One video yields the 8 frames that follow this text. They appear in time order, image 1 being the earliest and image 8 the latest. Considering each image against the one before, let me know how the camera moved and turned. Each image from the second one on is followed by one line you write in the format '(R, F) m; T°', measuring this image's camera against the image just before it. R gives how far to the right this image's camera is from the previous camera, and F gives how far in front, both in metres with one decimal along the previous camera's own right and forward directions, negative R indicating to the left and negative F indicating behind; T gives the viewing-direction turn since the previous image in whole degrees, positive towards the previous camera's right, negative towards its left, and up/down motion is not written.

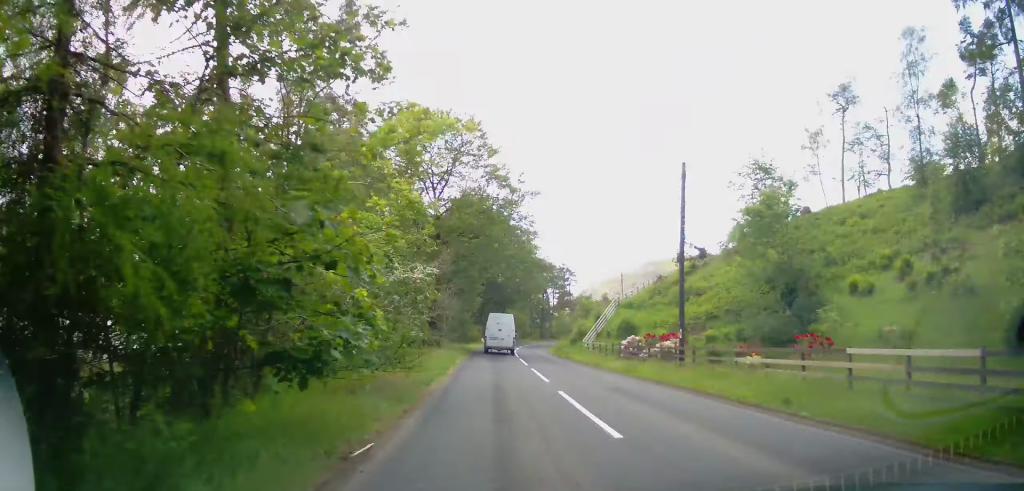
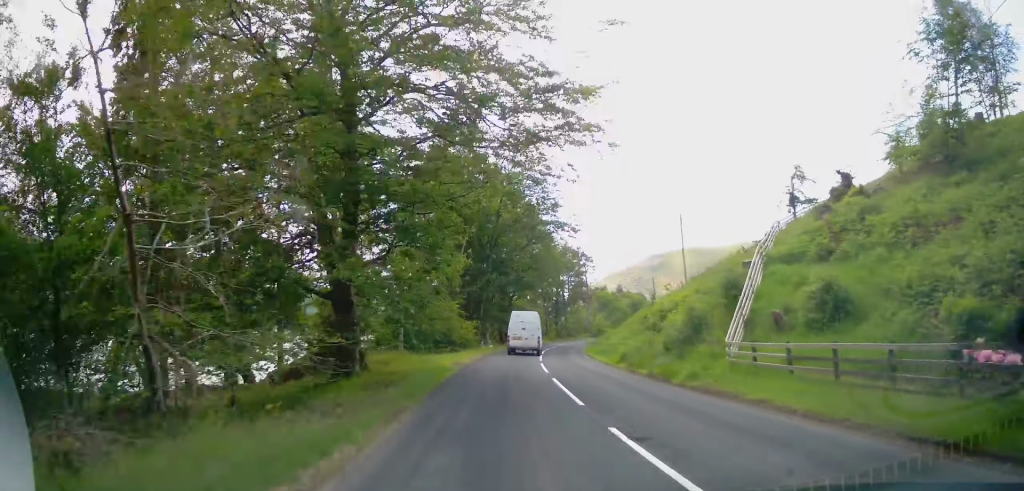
(-0.7, +25.2) m; -1°
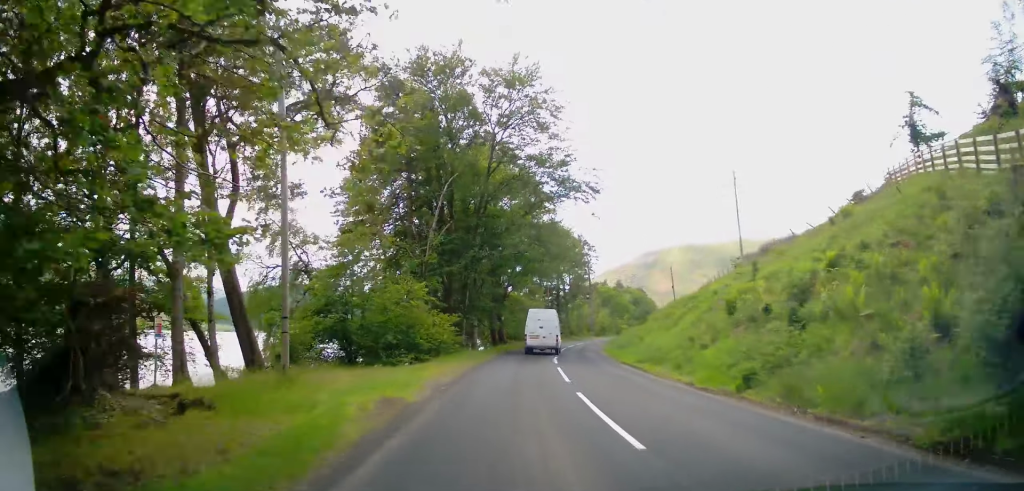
(+0.4, +14.0) m; +2°
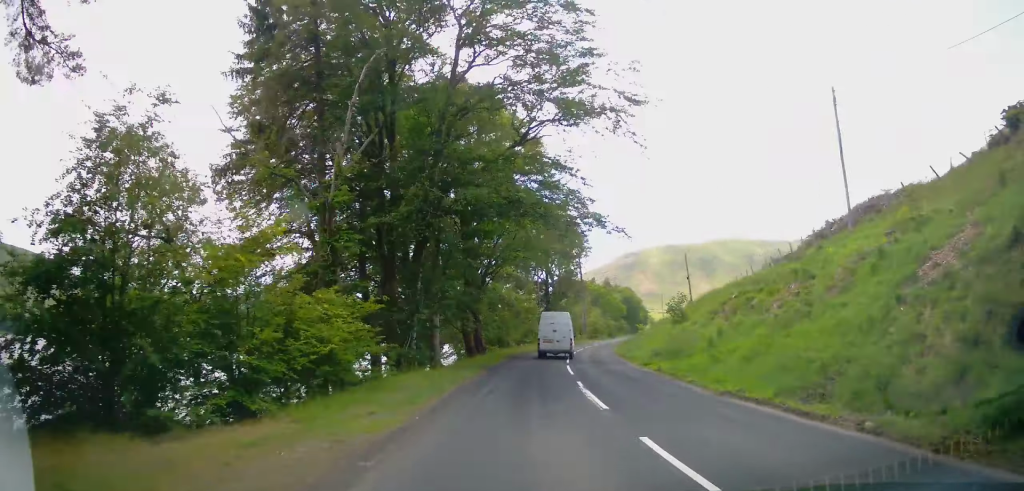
(+0.1, +14.9) m; +1°
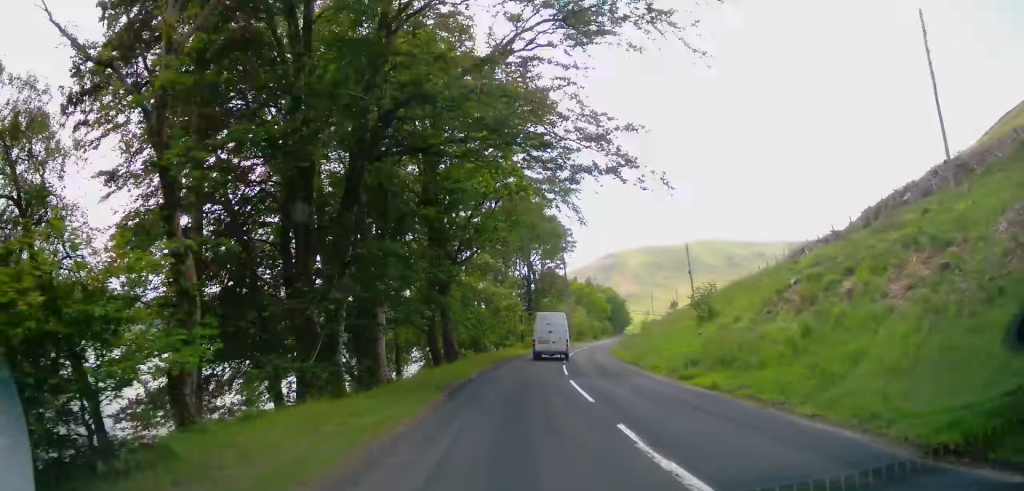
(0.0, +8.0) m; +1°
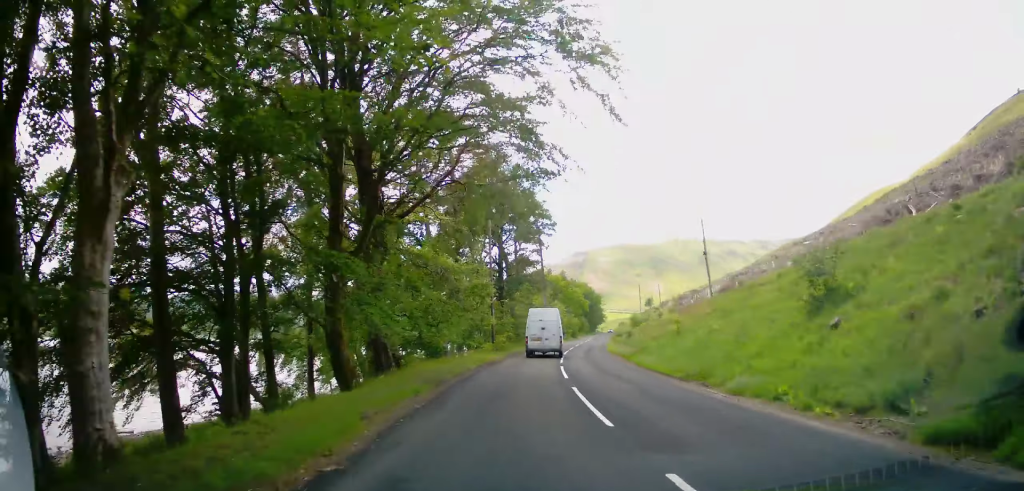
(+0.2, +12.4) m; +2°
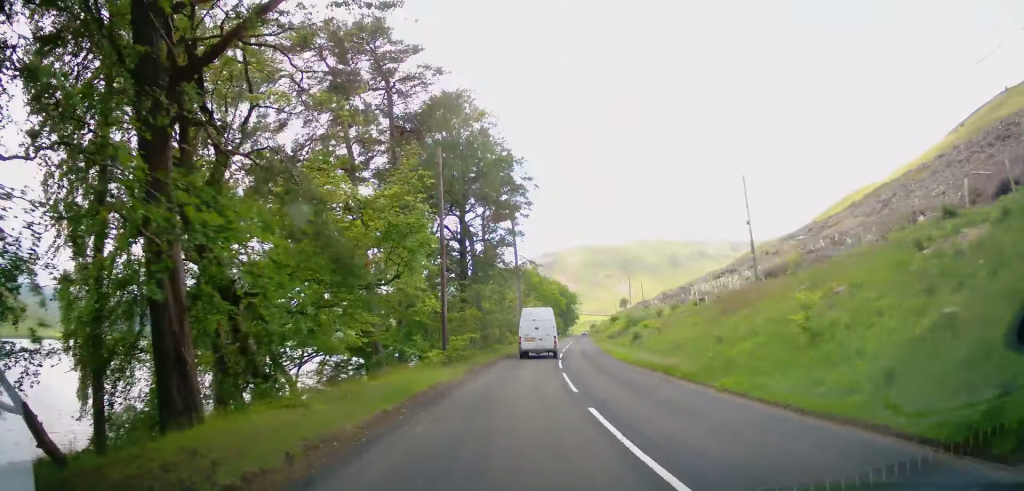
(+0.4, +13.4) m; +3°
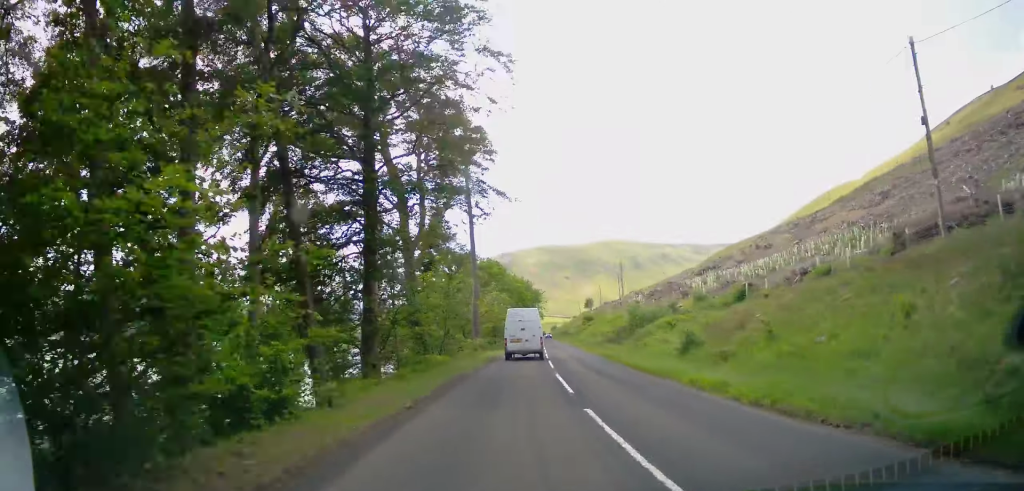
(+0.6, +18.2) m; +4°
